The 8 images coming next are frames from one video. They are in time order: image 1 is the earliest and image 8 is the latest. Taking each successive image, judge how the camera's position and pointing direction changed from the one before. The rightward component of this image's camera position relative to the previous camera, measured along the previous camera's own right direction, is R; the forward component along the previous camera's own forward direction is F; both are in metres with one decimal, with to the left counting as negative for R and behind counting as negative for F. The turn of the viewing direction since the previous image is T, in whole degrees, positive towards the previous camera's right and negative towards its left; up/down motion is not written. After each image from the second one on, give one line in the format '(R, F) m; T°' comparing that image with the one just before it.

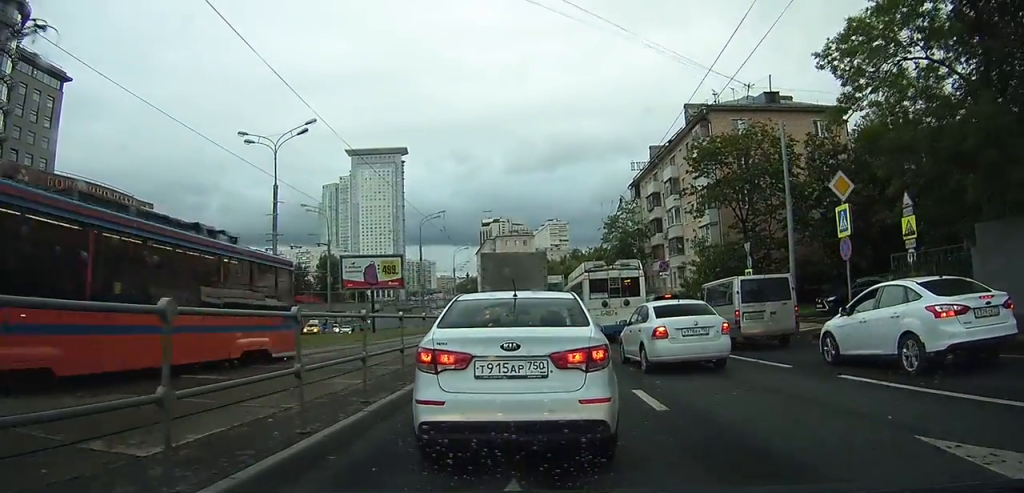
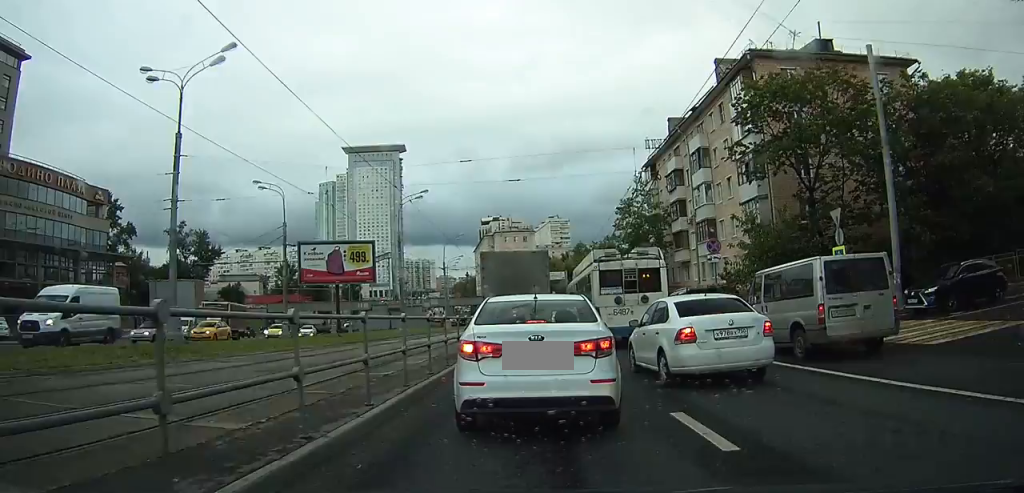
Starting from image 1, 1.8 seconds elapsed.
(+0.1, +10.3) m; +1°
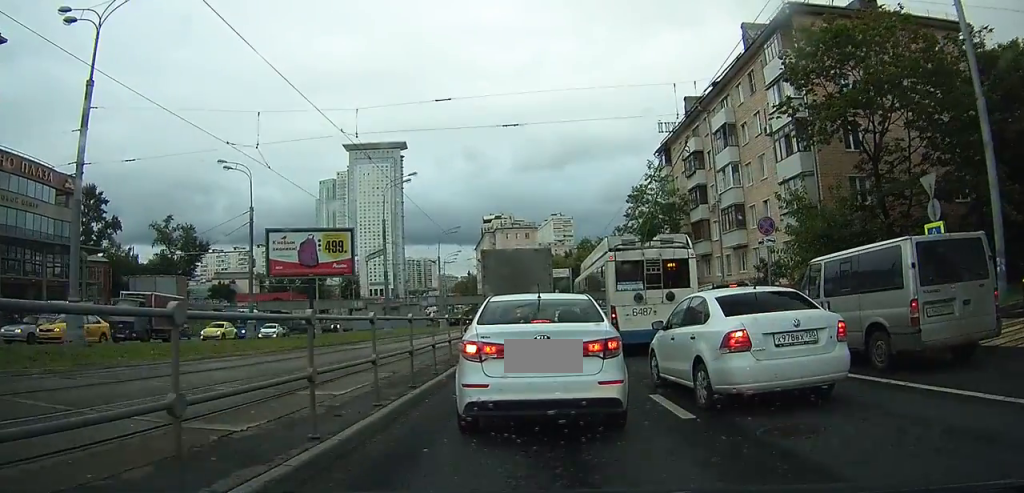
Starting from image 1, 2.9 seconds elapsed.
(-0.1, +5.8) m; -1°
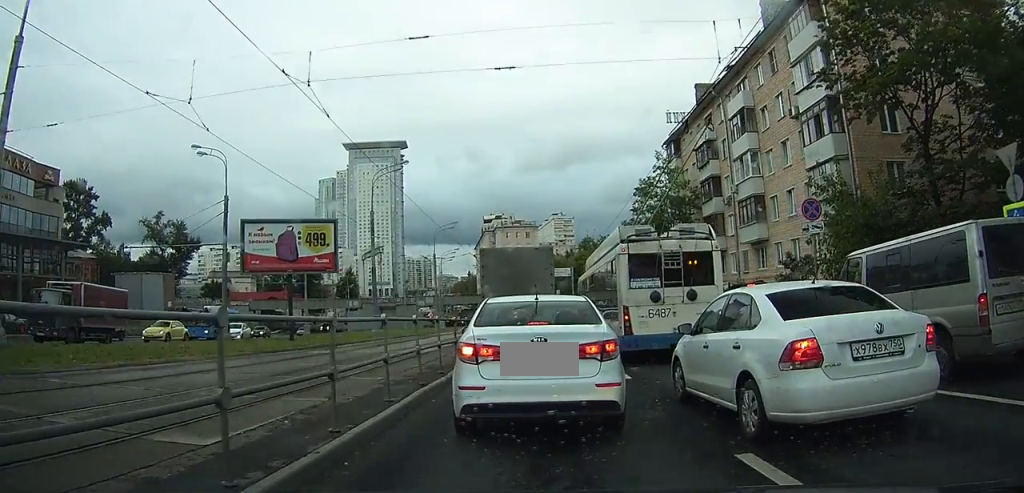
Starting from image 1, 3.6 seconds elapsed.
(0.0, +3.5) m; 0°
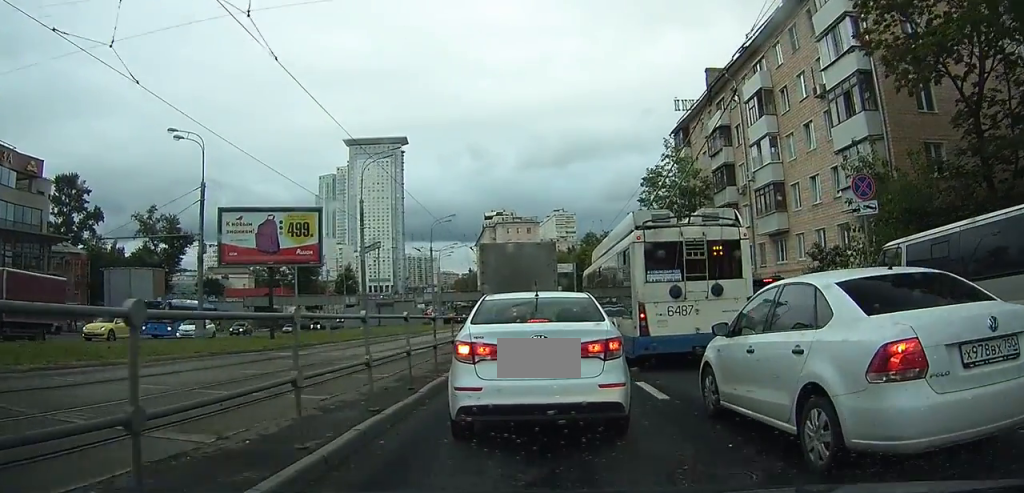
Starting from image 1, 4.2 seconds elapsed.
(0.0, +2.9) m; 0°
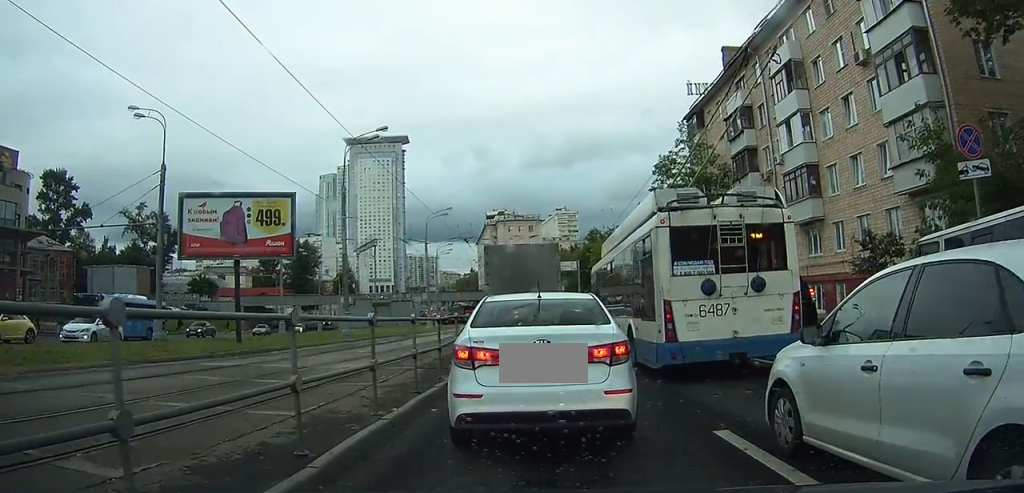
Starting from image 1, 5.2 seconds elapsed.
(0.0, +4.5) m; 0°
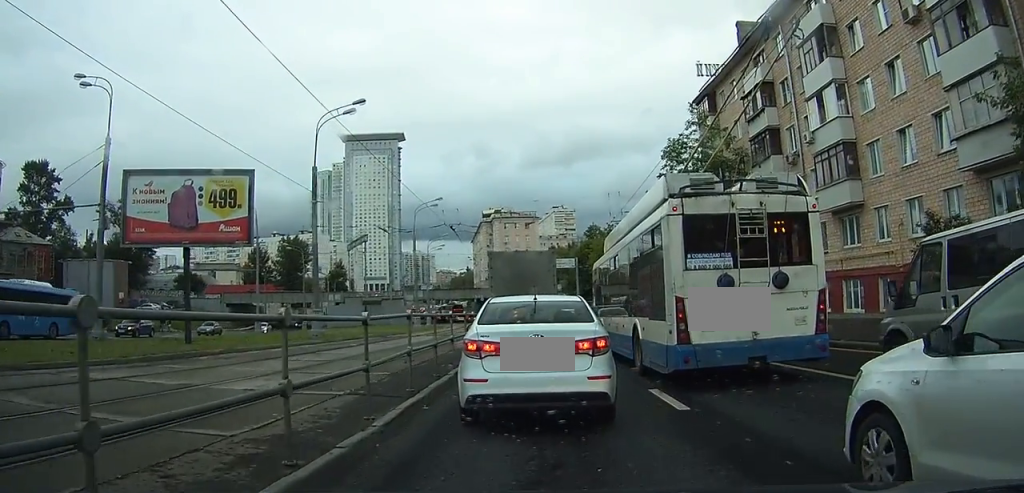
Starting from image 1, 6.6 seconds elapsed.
(0.0, +5.2) m; +1°
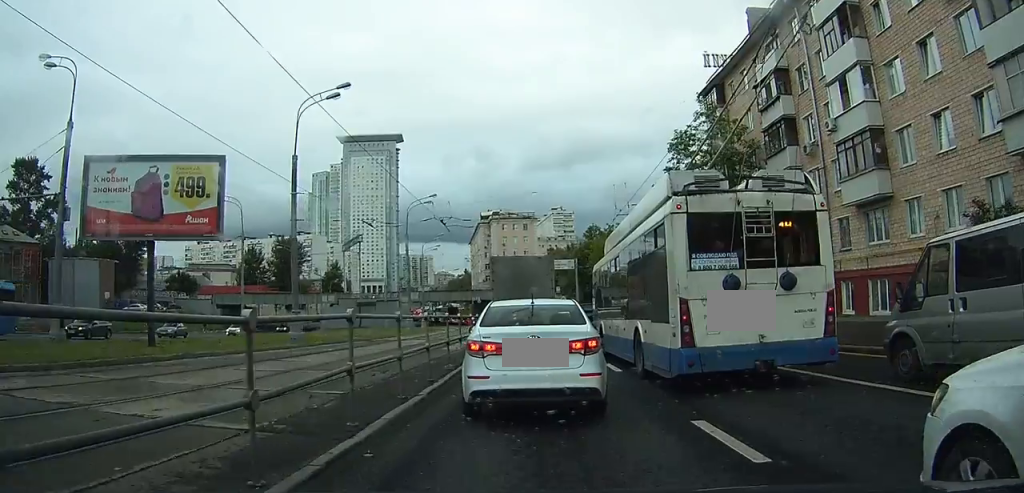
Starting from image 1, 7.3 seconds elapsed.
(0.0, +2.8) m; +1°
